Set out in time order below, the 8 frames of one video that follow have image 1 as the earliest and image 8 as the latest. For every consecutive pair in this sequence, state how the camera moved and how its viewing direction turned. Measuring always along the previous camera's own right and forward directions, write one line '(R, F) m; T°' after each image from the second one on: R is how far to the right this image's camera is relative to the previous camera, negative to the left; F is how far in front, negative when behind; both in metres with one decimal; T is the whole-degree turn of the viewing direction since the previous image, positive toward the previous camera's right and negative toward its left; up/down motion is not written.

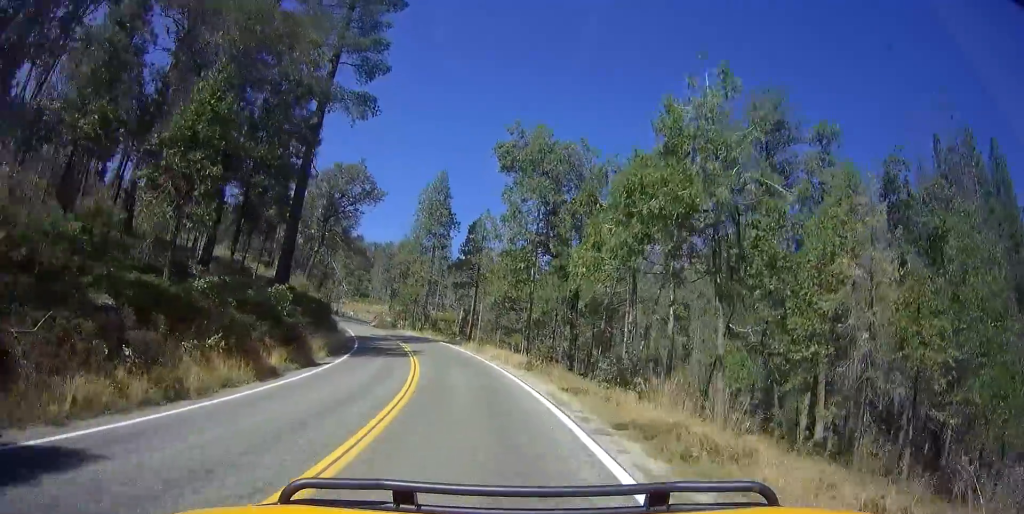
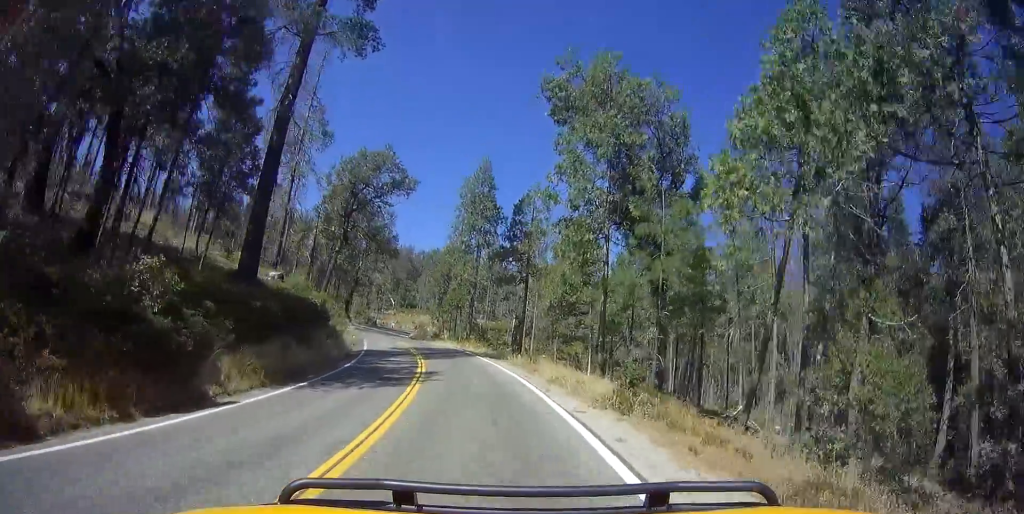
(-0.3, +12.3) m; -9°
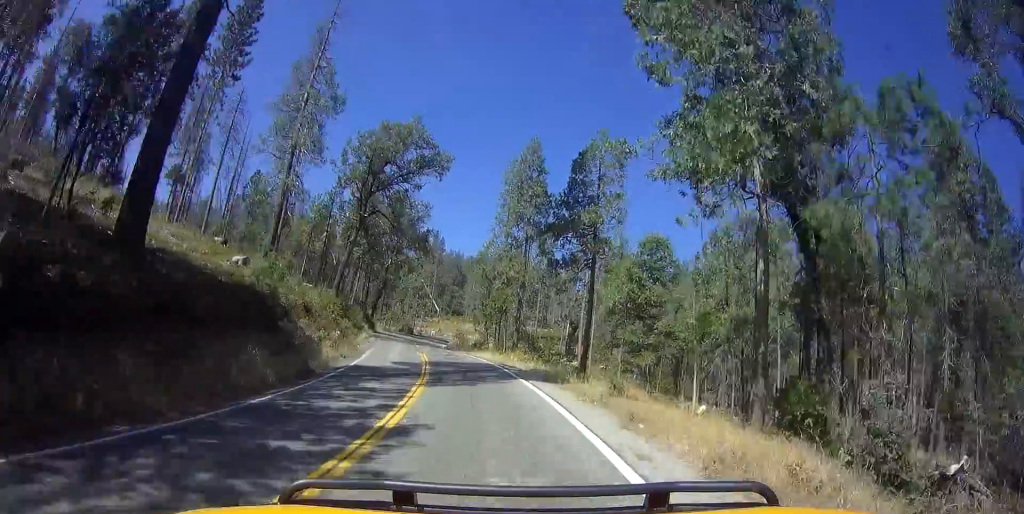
(-0.6, +12.2) m; -8°
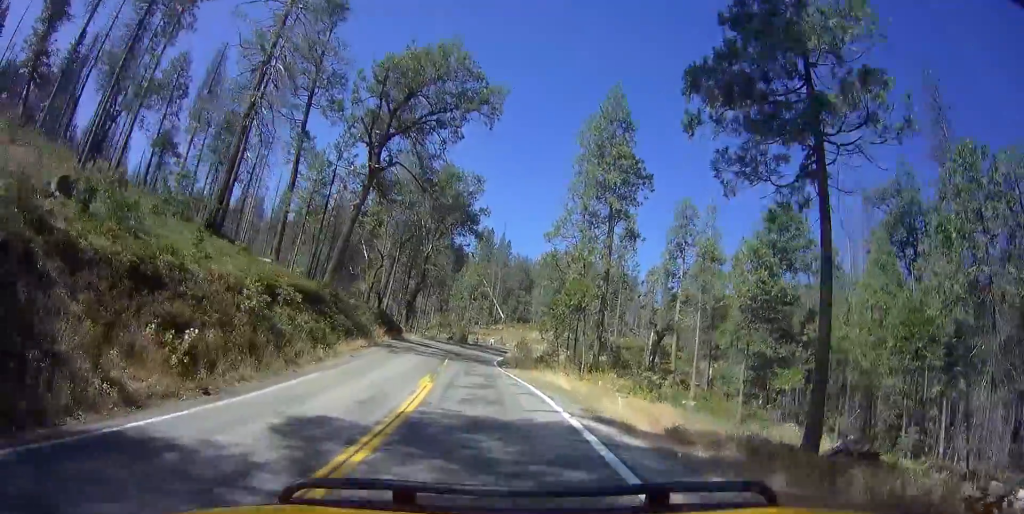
(-2.6, +16.8) m; -4°
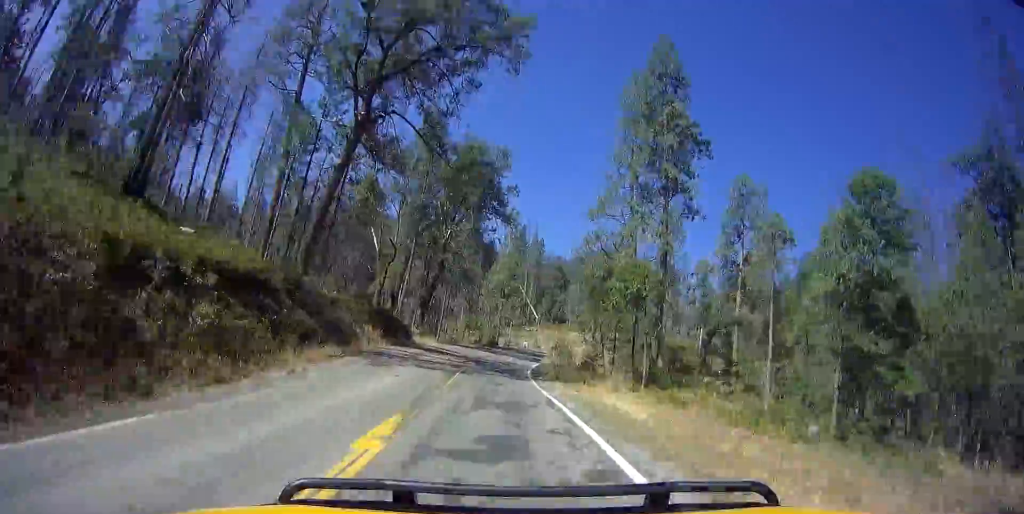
(+0.7, +8.9) m; +3°
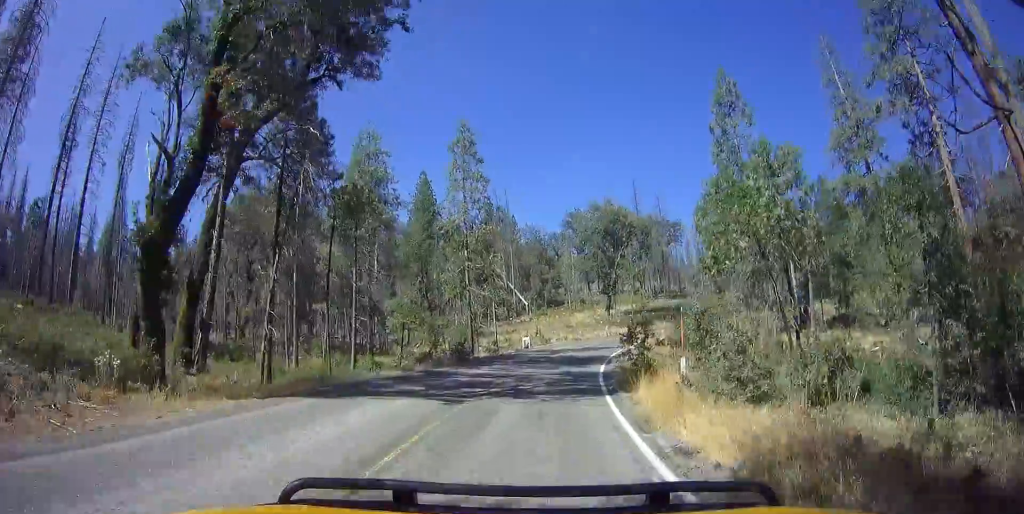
(+2.9, +34.0) m; +13°
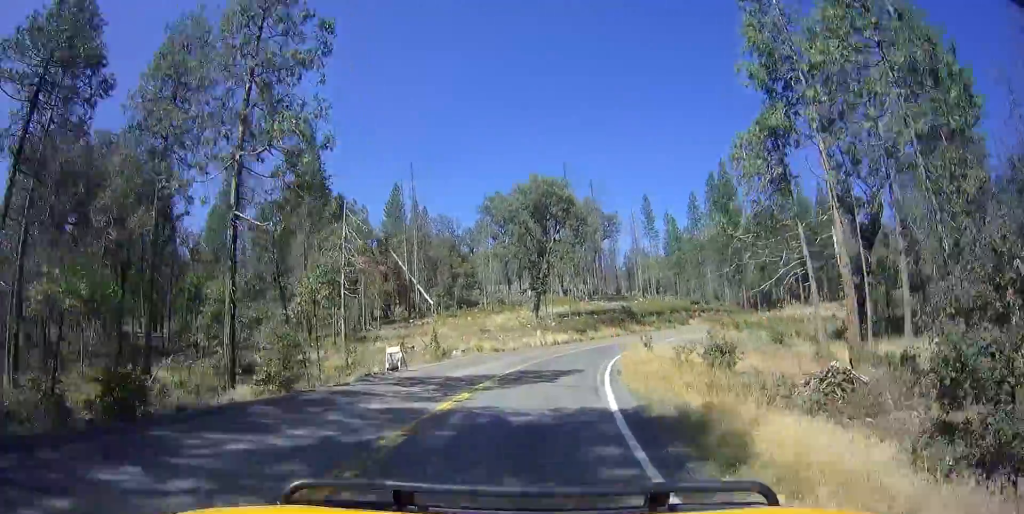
(+2.2, +22.4) m; +9°
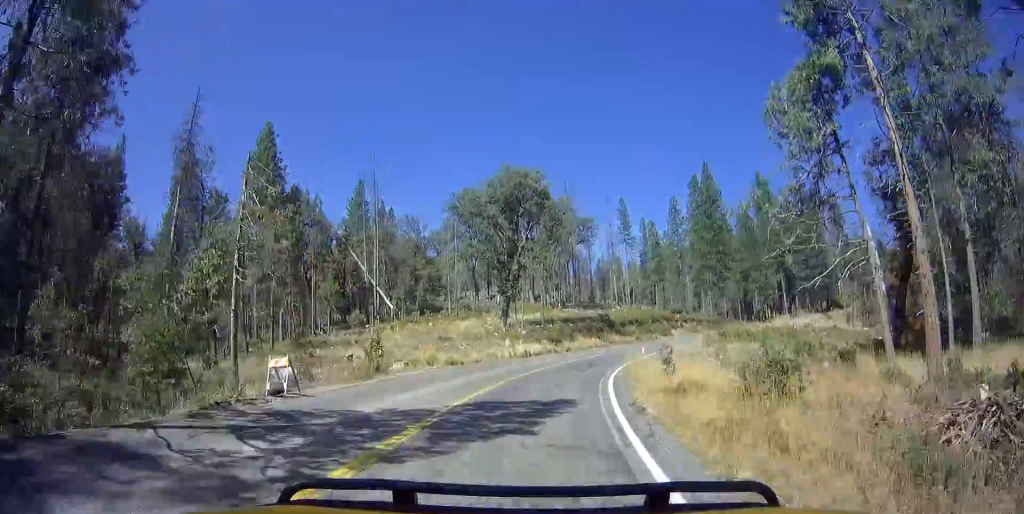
(+0.2, +7.7) m; +2°
